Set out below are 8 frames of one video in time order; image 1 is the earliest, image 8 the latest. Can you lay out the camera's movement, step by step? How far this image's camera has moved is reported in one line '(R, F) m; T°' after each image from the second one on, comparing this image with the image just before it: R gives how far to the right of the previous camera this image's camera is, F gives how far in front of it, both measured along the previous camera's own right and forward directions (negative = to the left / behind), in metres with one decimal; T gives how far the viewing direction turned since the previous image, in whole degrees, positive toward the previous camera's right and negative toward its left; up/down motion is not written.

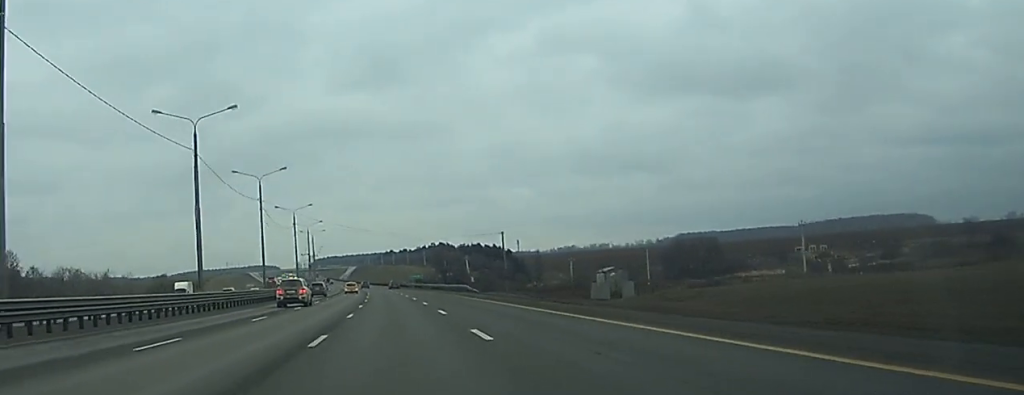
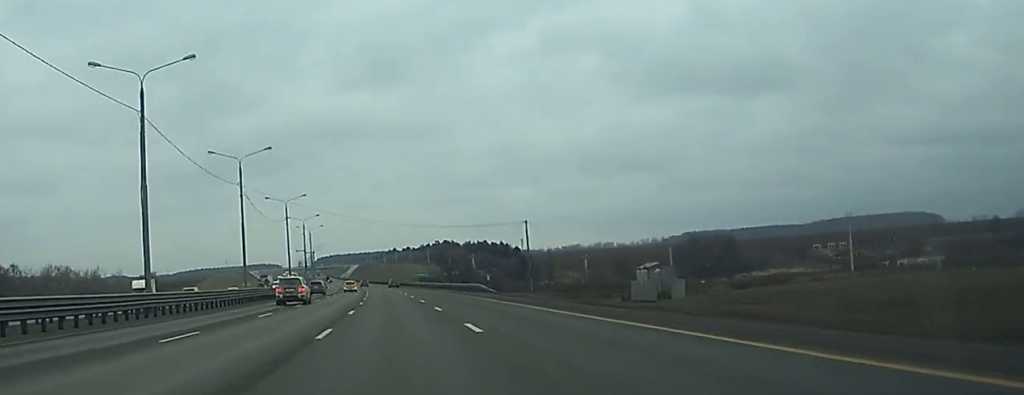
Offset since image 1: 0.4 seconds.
(0.0, +14.1) m; 0°
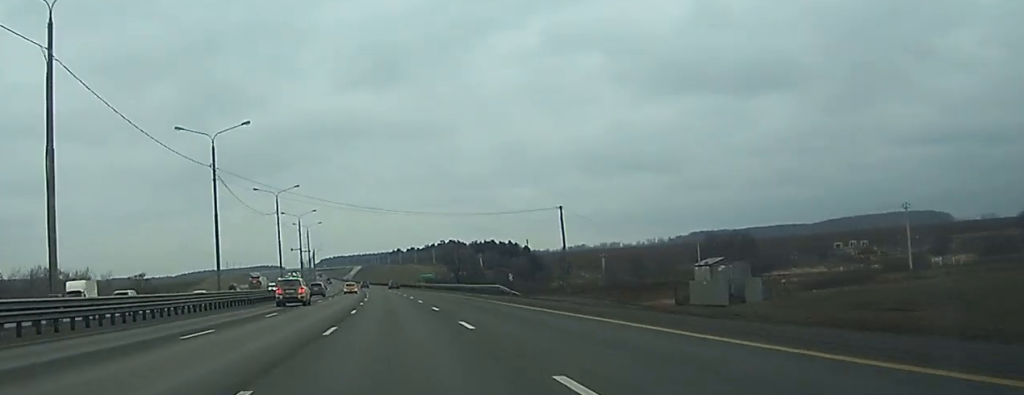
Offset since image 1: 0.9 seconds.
(-0.1, +14.0) m; 0°
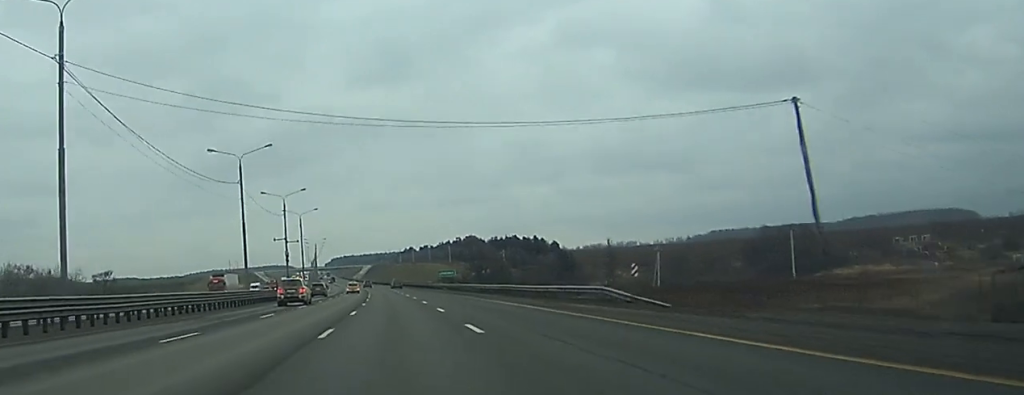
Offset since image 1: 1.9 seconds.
(-0.1, +34.6) m; -1°
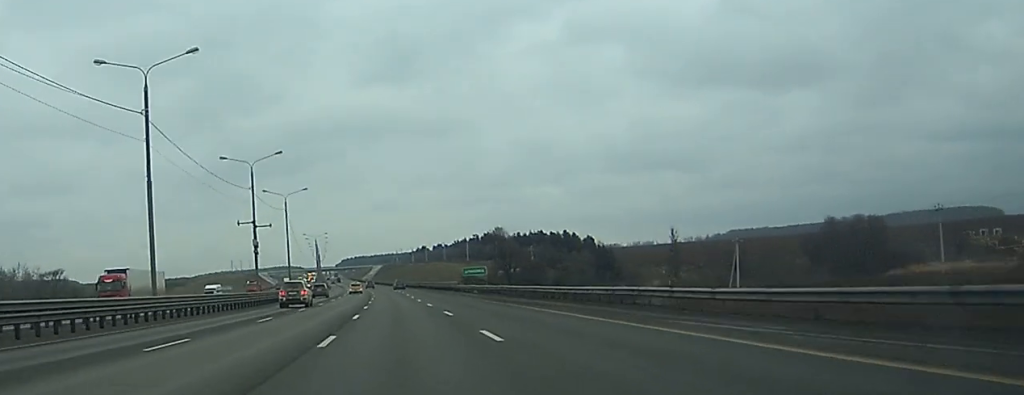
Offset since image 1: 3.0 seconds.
(-0.2, +34.6) m; -1°
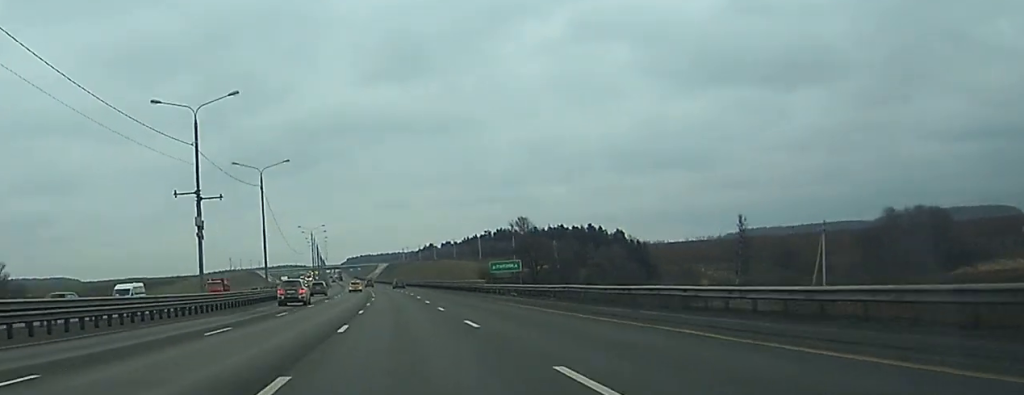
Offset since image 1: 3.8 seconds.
(-0.1, +25.9) m; 0°
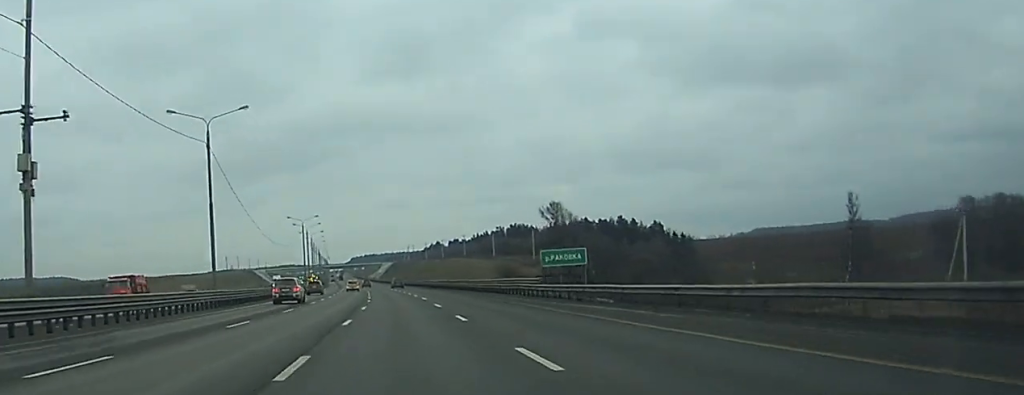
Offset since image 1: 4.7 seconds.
(-0.1, +29.1) m; -1°
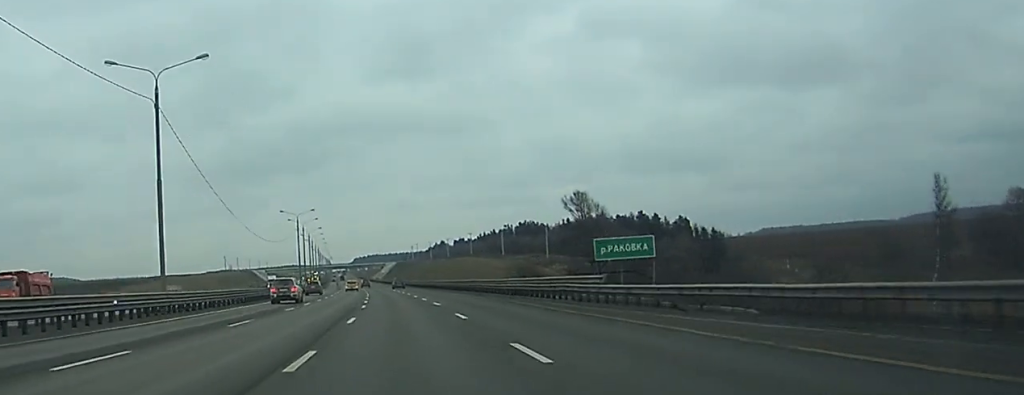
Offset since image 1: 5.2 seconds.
(0.0, +15.1) m; 0°
